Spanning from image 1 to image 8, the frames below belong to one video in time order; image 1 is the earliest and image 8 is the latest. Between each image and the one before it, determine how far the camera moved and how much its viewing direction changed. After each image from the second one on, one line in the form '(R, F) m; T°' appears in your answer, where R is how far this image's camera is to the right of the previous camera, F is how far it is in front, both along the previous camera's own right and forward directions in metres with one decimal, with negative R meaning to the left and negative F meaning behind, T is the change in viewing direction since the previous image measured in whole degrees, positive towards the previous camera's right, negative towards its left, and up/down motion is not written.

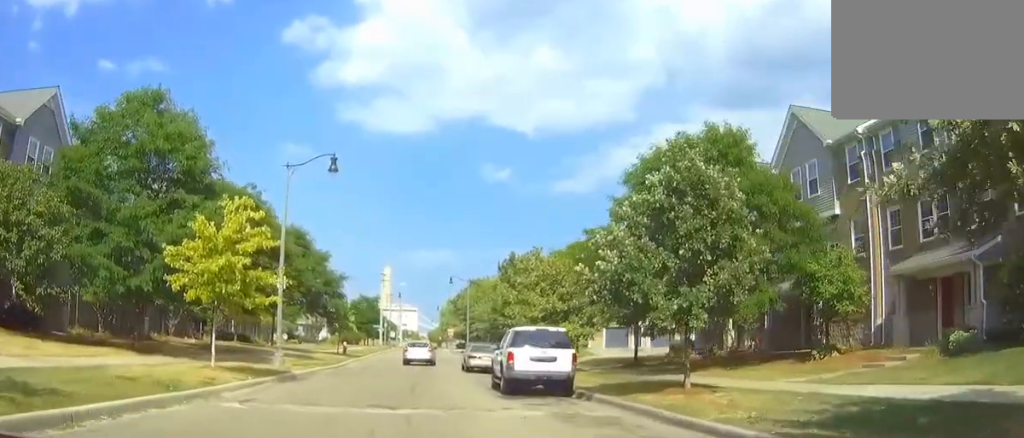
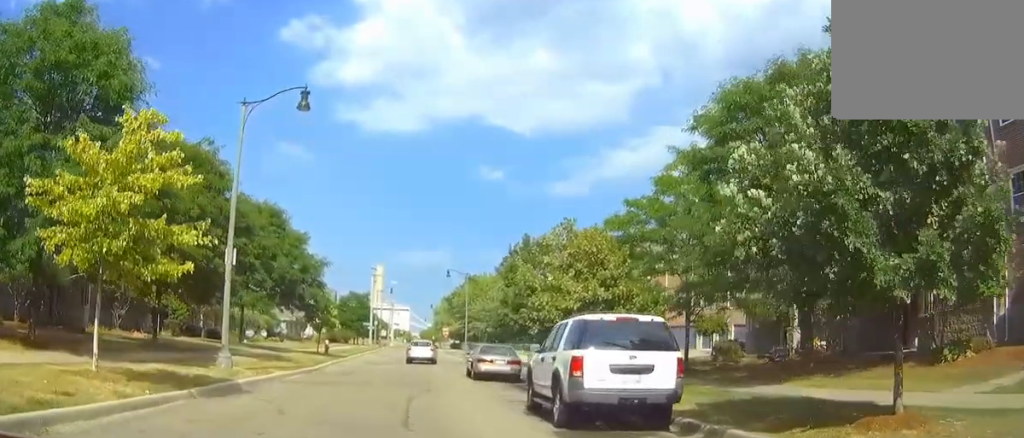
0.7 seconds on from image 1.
(+0.1, +7.3) m; +1°
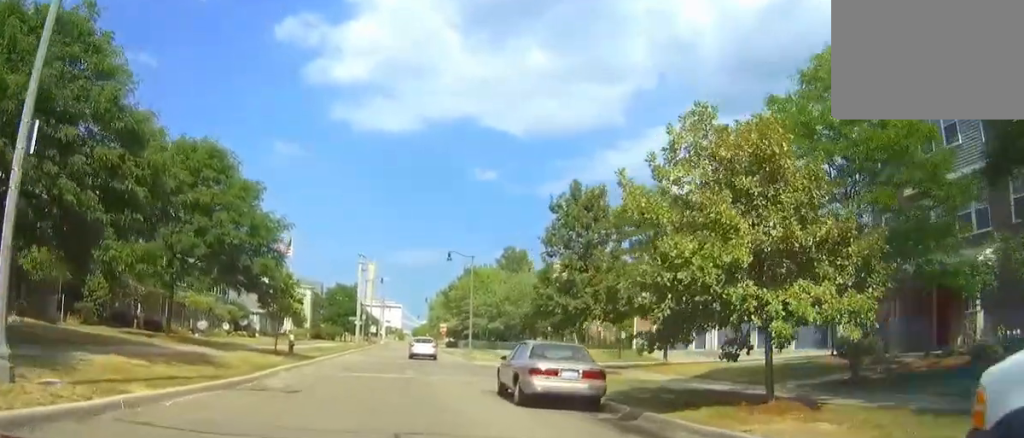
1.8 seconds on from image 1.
(+0.2, +12.4) m; +2°
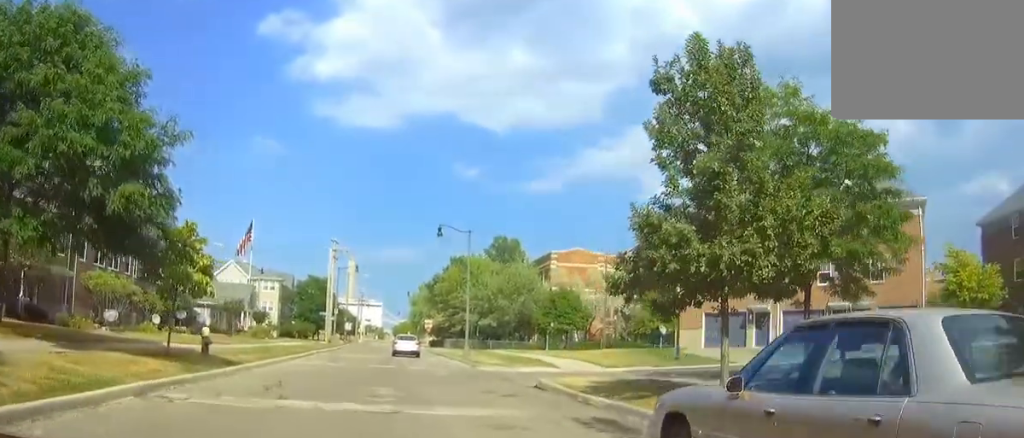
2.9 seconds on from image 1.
(+0.2, +12.5) m; +1°
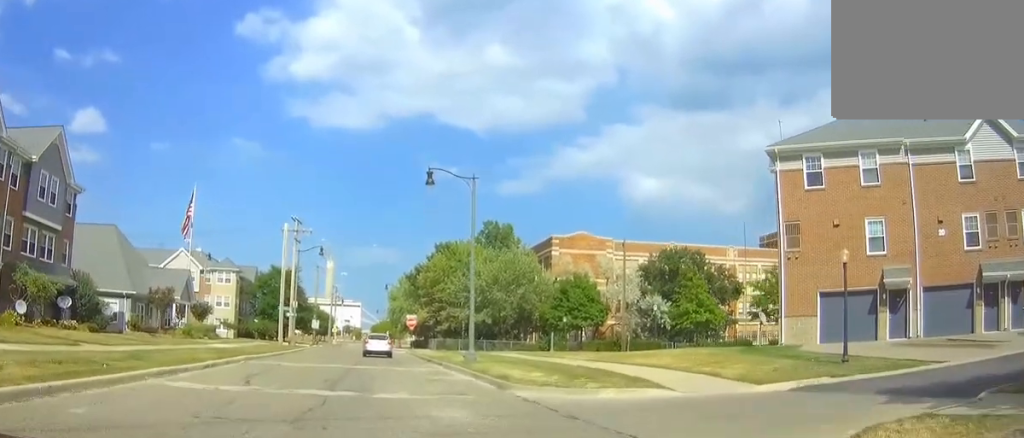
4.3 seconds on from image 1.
(+0.1, +15.0) m; +1°
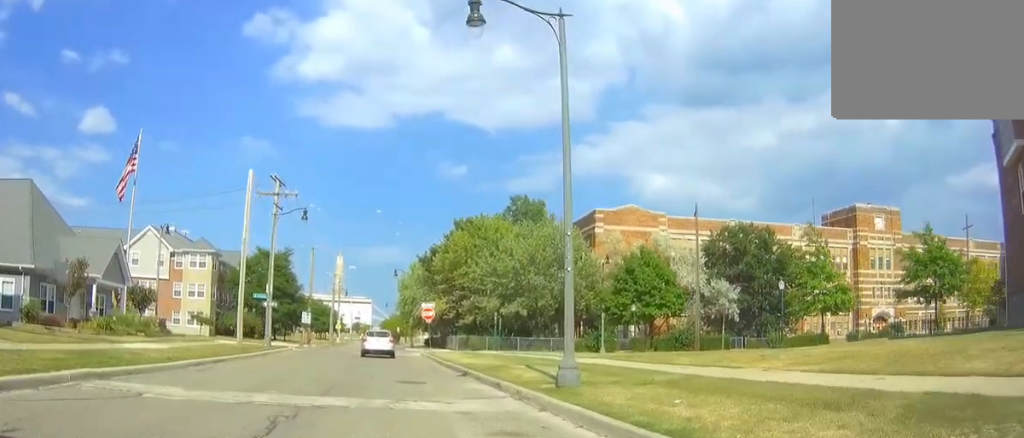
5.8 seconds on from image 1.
(0.0, +15.8) m; -1°
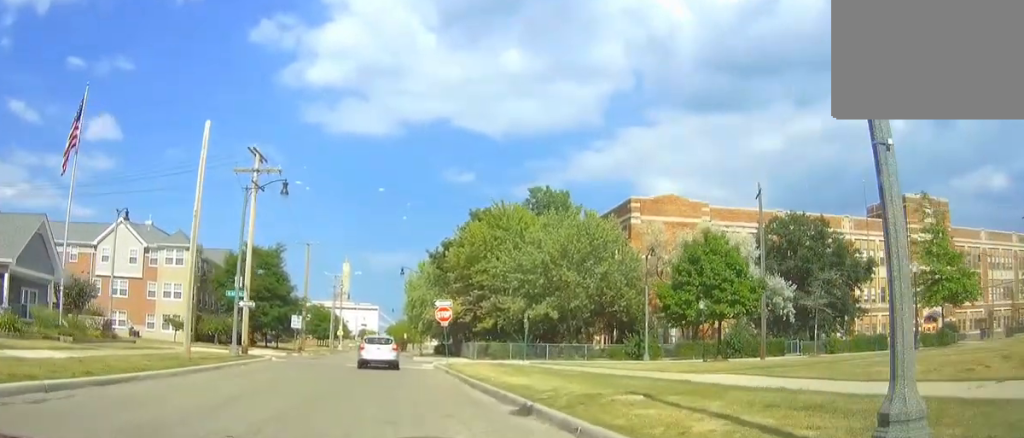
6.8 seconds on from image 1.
(-0.1, +9.5) m; -1°
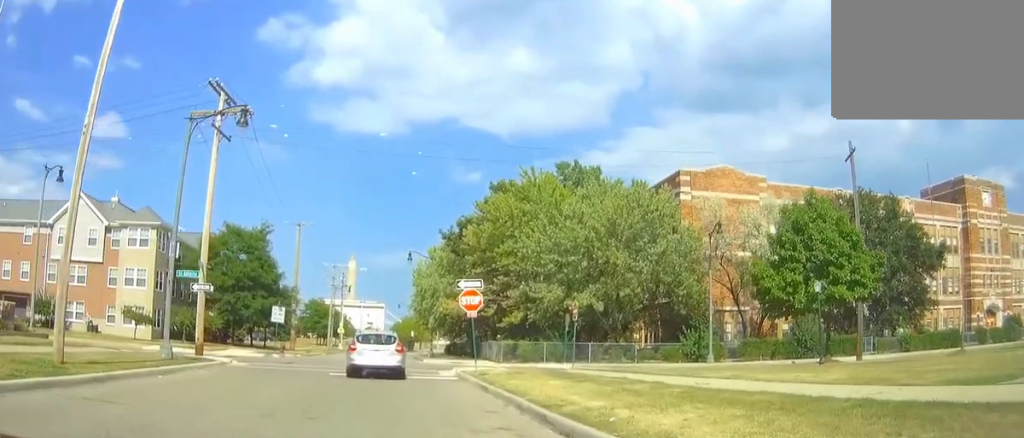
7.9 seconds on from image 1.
(-0.1, +9.8) m; -1°
